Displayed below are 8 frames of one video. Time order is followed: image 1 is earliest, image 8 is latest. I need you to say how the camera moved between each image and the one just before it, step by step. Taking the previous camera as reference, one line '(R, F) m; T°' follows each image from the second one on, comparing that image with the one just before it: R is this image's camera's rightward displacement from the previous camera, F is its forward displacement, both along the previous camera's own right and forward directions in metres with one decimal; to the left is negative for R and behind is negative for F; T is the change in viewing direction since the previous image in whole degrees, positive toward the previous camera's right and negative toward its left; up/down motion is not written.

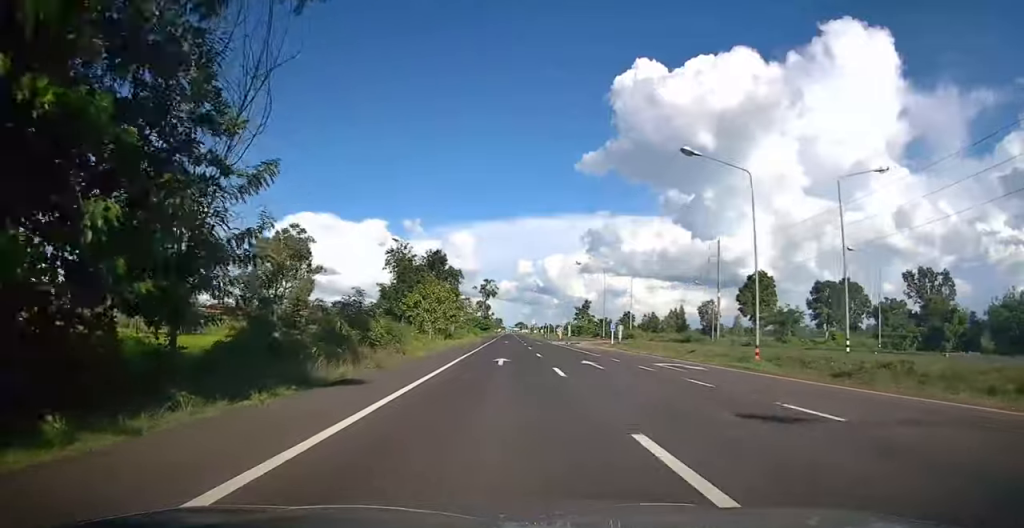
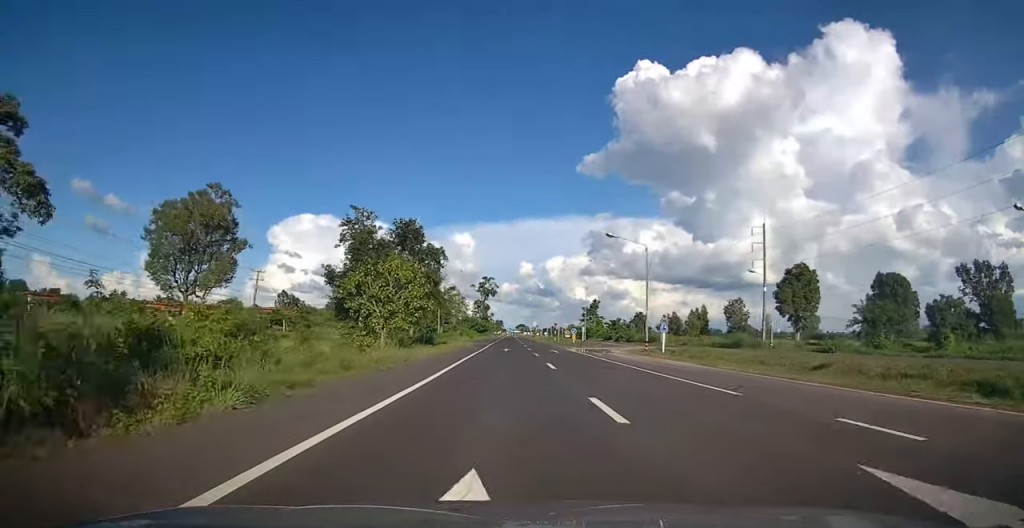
(-0.1, +20.0) m; 0°
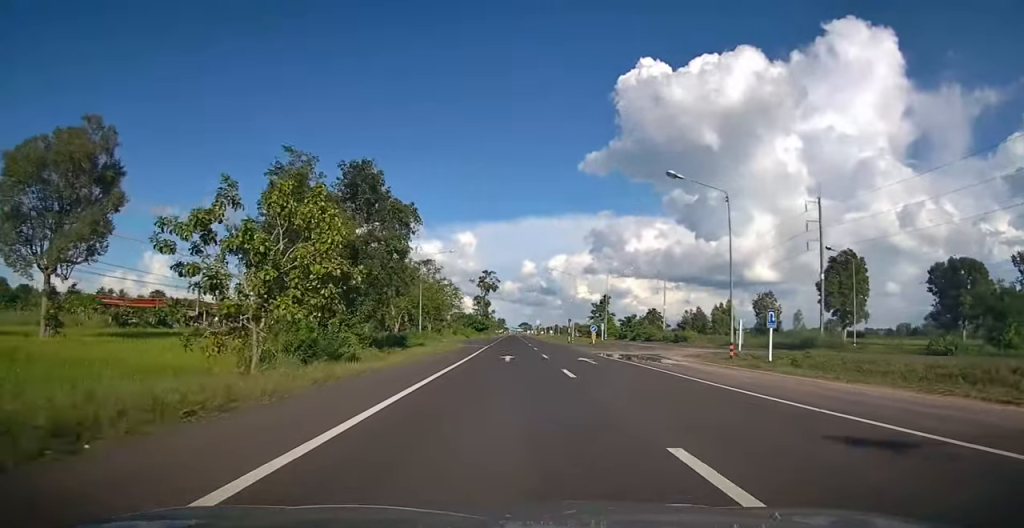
(0.0, +16.9) m; 0°
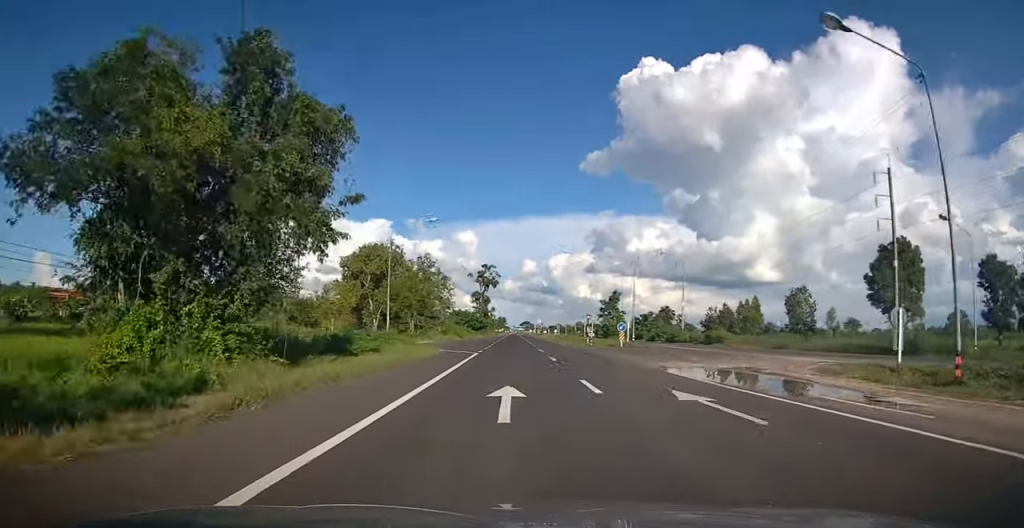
(+0.1, +15.5) m; 0°
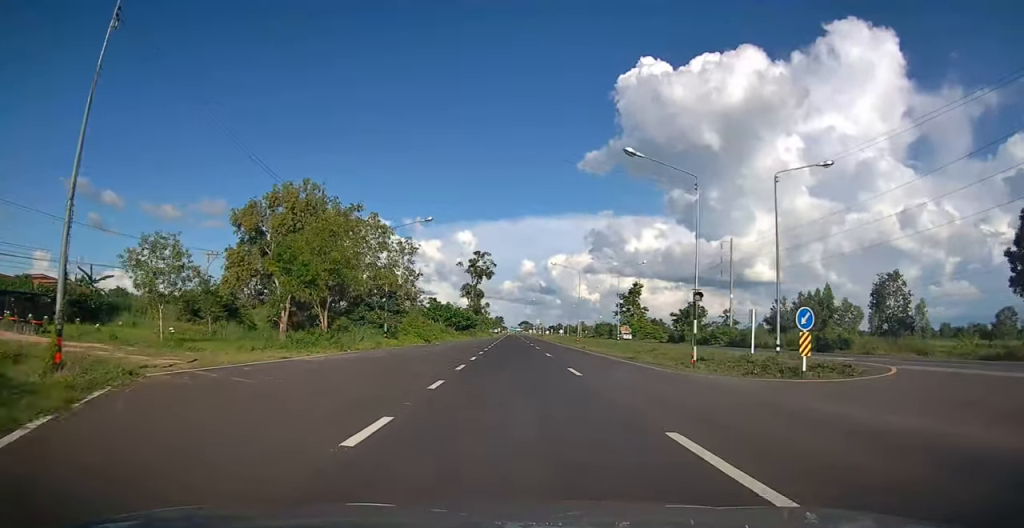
(-0.2, +31.1) m; 0°
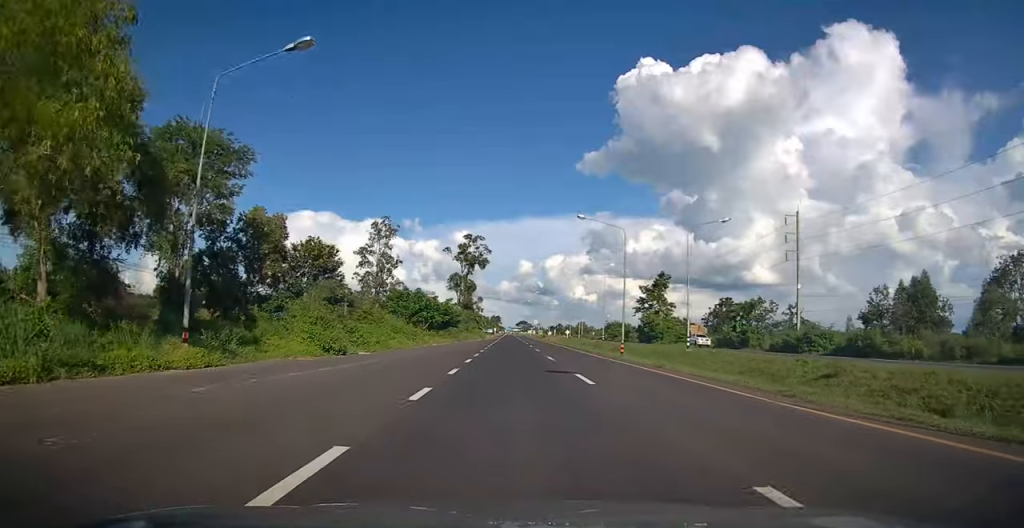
(+0.1, +26.3) m; 0°
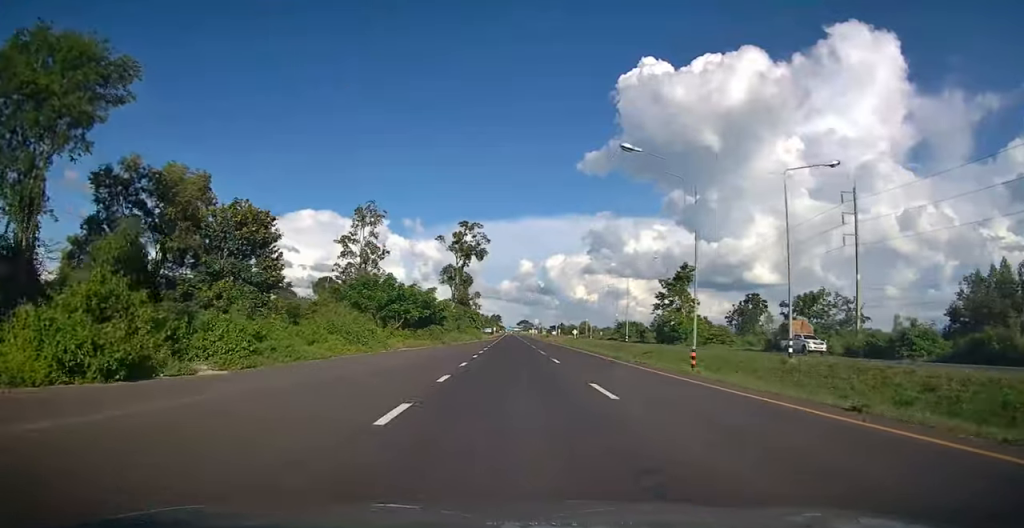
(-0.1, +14.6) m; 0°
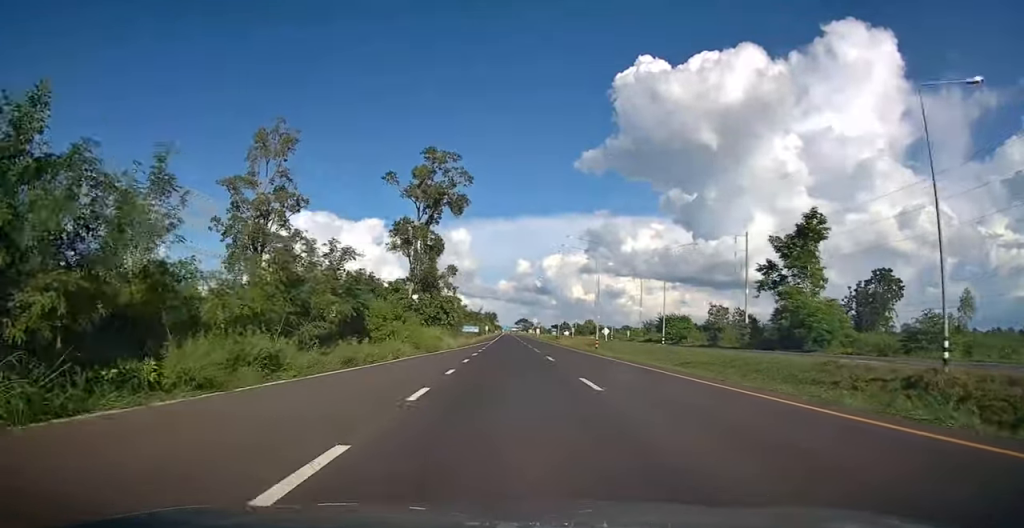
(+0.1, +45.6) m; 0°
